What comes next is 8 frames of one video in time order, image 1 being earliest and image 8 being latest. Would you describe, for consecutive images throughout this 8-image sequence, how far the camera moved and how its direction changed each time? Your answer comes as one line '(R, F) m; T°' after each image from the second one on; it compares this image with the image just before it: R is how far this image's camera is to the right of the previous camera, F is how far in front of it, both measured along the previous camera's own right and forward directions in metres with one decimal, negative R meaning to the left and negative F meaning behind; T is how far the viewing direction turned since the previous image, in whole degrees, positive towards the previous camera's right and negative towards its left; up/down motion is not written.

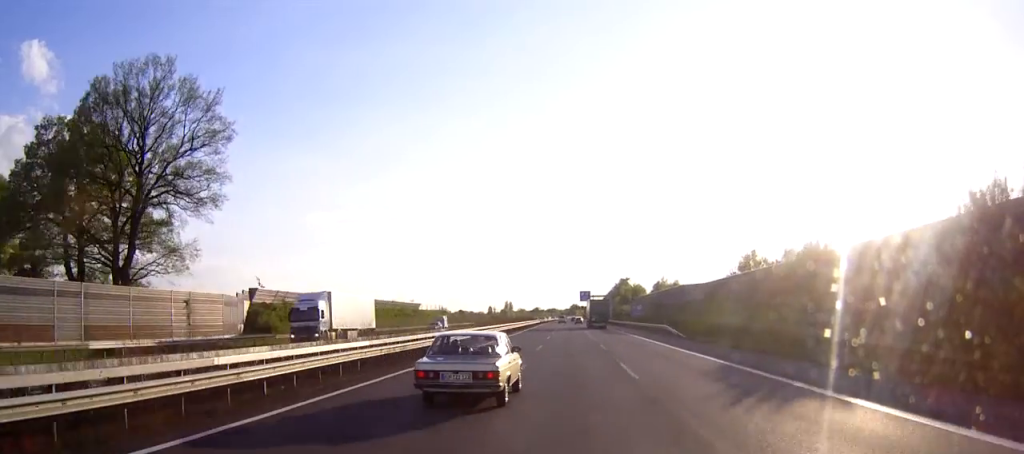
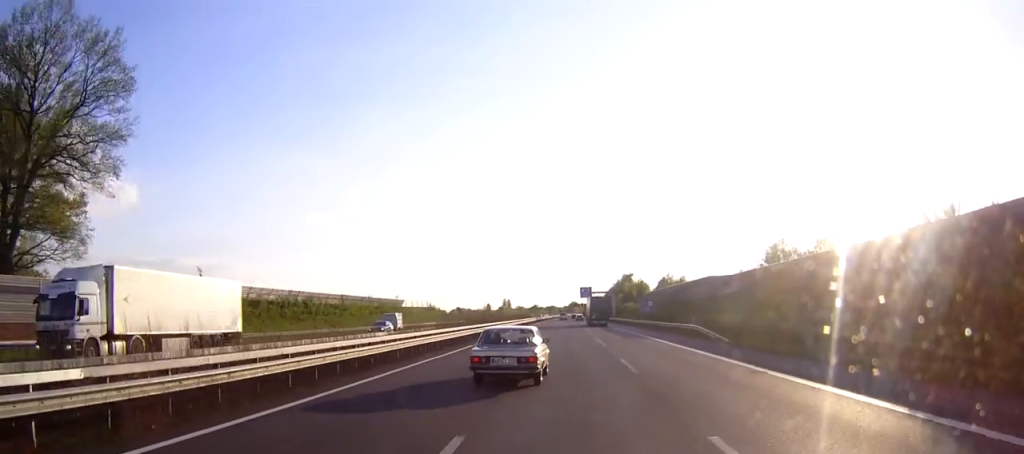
(0.0, +16.5) m; 0°
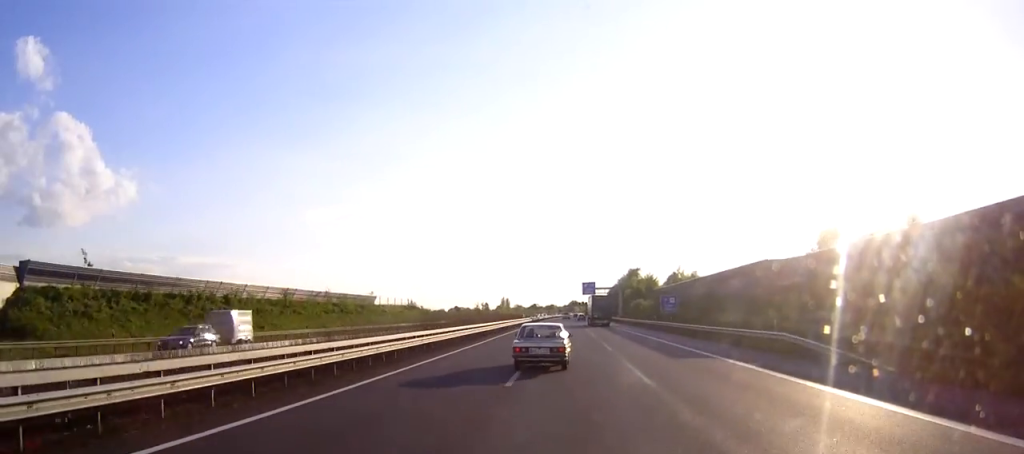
(-0.1, +22.3) m; 0°
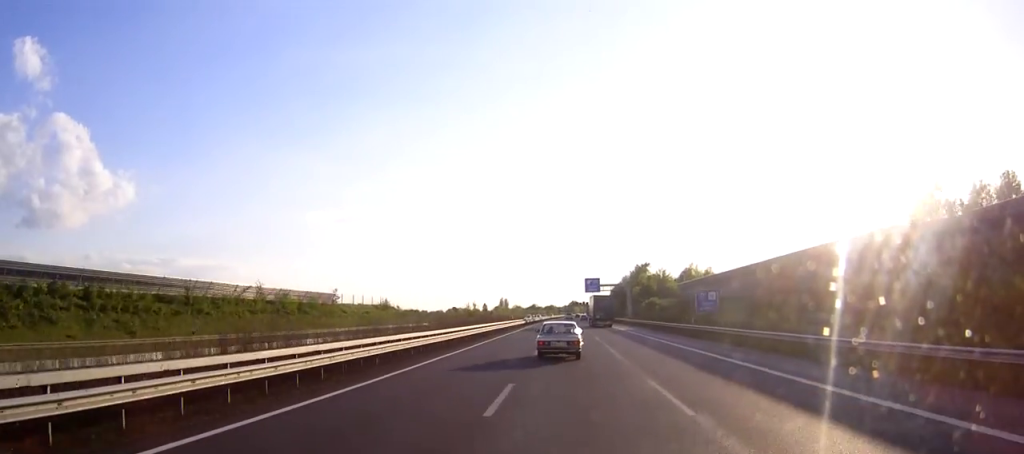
(+0.1, +23.4) m; 0°
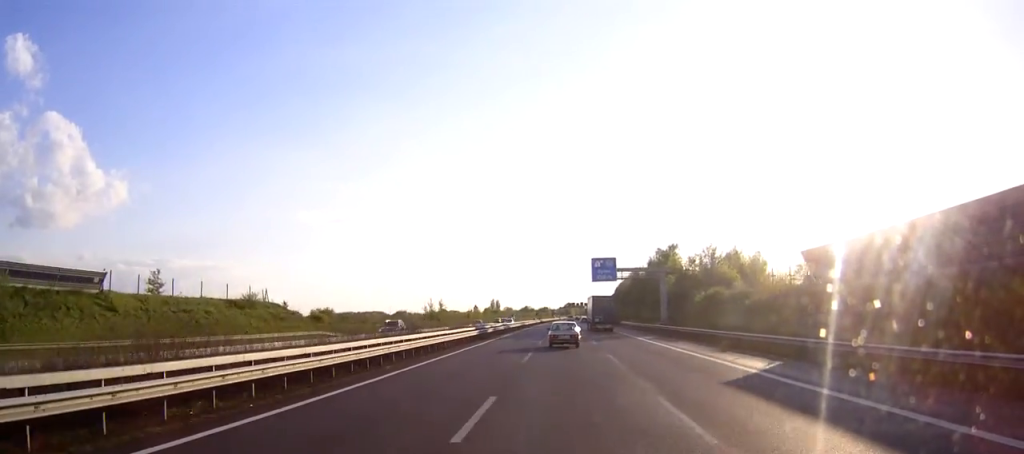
(0.0, +56.2) m; 0°
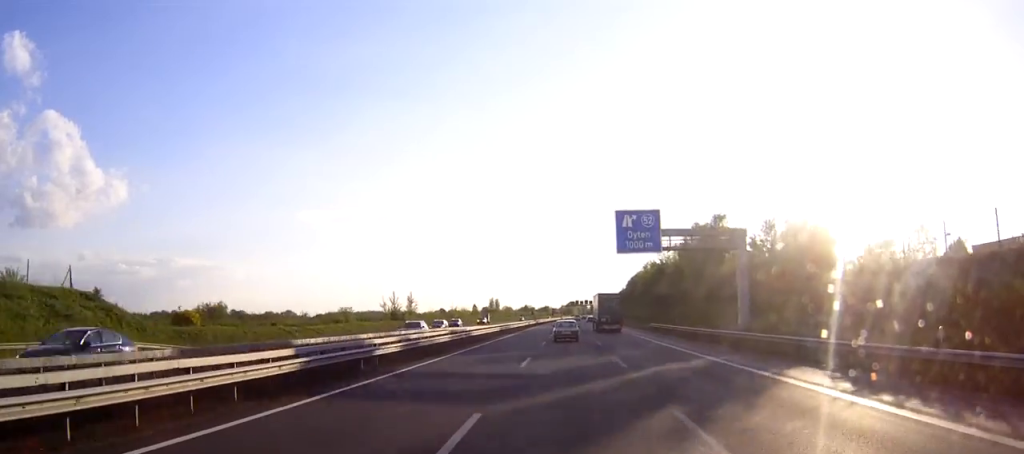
(+0.1, +38.9) m; 0°
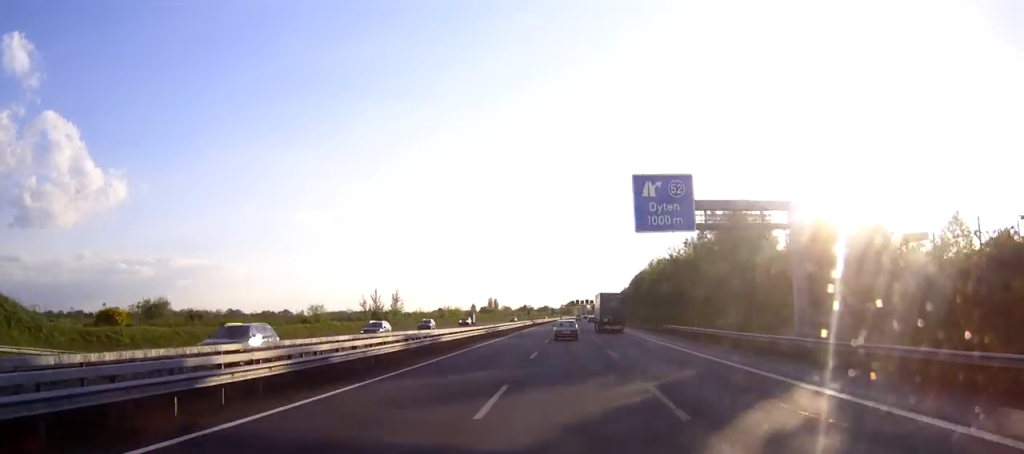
(0.0, +12.7) m; 0°
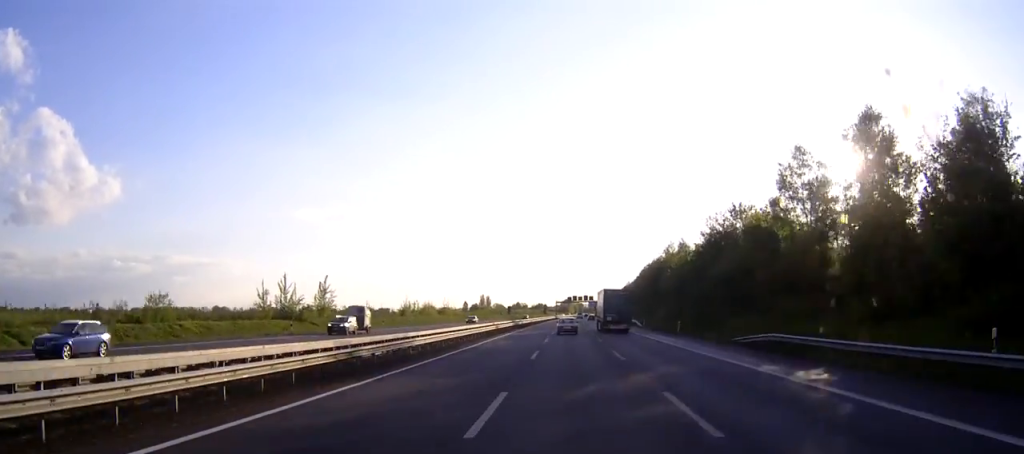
(+0.1, +38.0) m; 0°
